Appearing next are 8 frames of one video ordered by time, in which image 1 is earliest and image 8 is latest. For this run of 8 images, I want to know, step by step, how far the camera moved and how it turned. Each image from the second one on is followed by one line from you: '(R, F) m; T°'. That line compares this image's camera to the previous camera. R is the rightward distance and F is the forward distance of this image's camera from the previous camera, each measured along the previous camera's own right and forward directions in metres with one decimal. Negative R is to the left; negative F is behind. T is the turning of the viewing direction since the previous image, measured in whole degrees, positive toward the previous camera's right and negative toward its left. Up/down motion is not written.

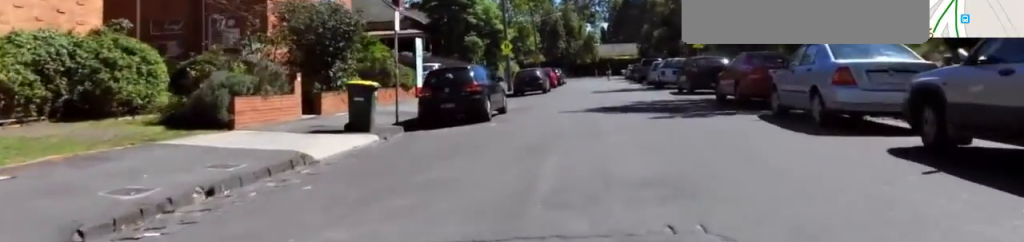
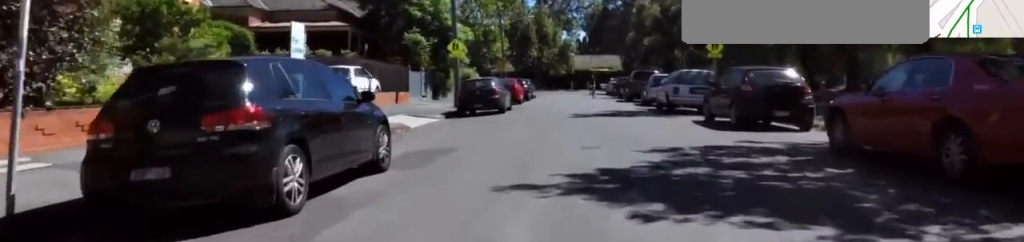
(+1.7, +9.9) m; +9°
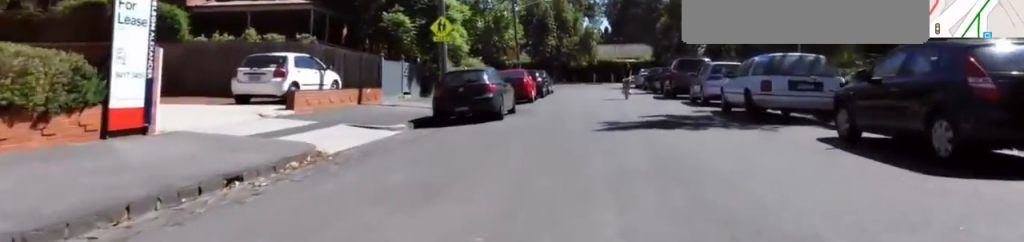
(-0.7, +7.3) m; -2°
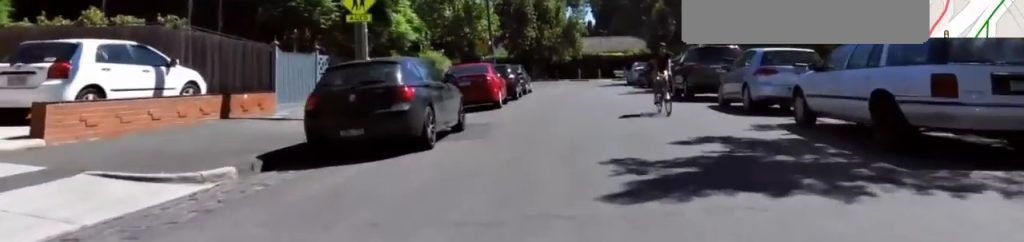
(+0.5, +7.0) m; -6°
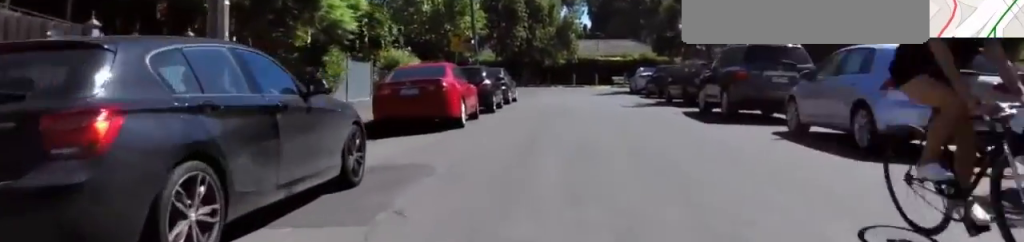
(-1.4, +5.8) m; 0°
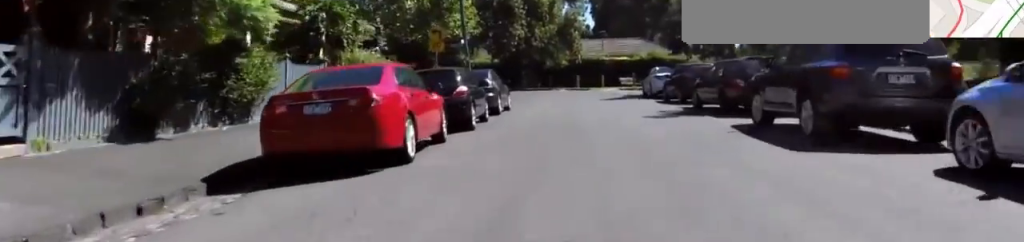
(+0.9, +4.7) m; +4°
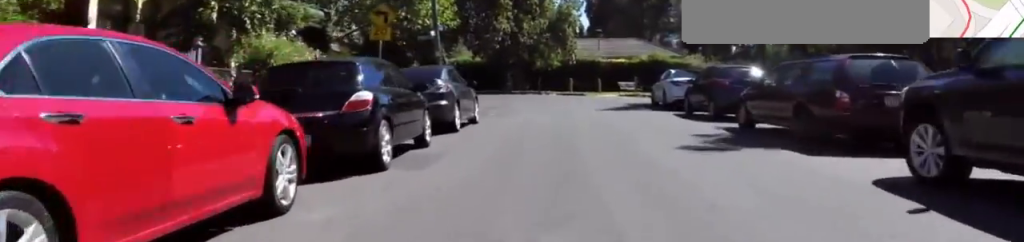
(+0.2, +6.1) m; +3°
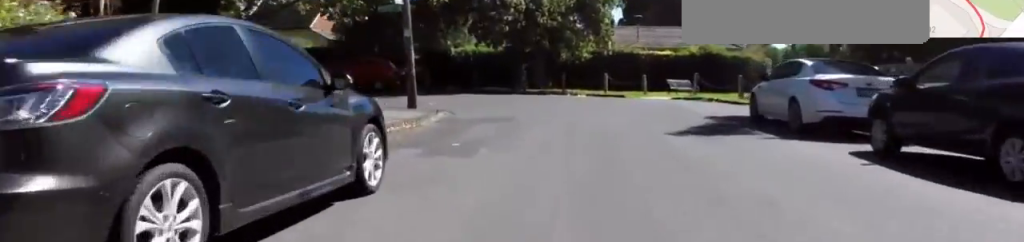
(+0.4, +10.4) m; -6°
